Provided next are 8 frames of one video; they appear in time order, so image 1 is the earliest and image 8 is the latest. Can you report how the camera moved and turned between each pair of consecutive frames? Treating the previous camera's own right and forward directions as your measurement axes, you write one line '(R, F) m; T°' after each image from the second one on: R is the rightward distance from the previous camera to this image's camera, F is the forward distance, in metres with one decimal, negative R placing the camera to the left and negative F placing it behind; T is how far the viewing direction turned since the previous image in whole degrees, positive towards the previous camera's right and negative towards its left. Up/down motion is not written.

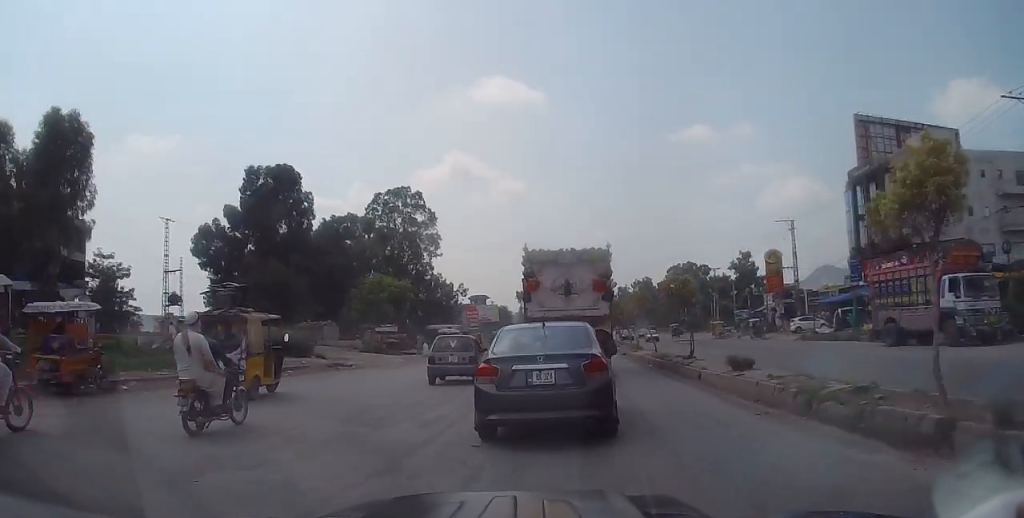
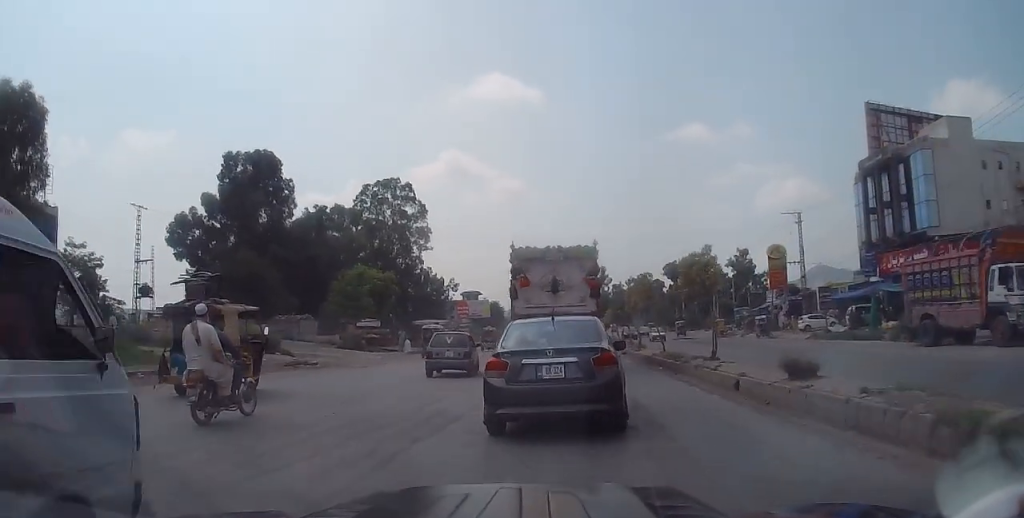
(0.0, +4.0) m; +4°
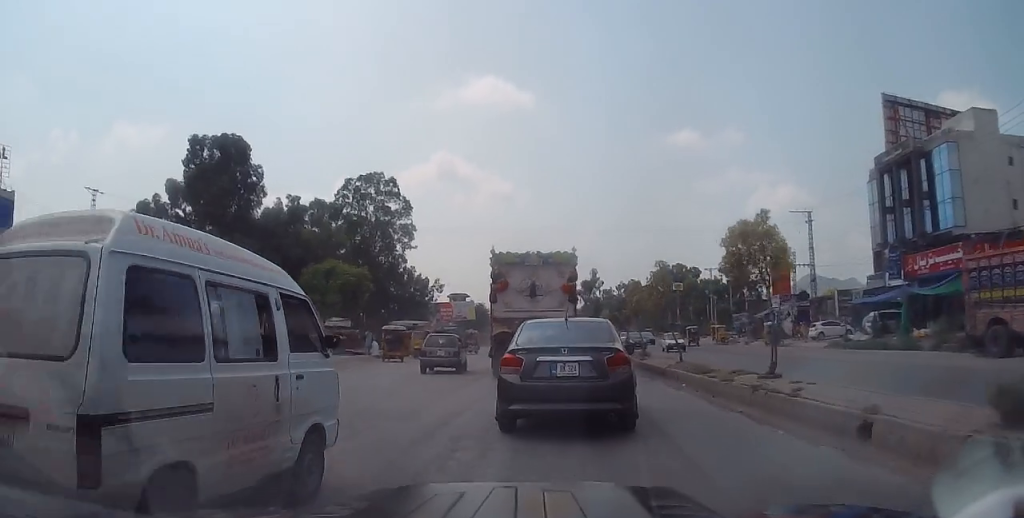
(+0.6, +5.5) m; +2°
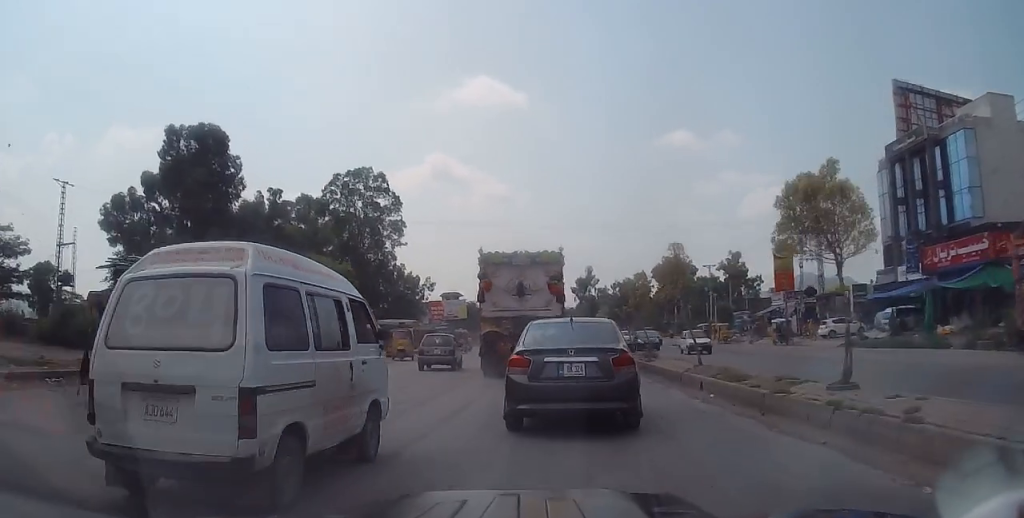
(-0.2, +3.3) m; -1°
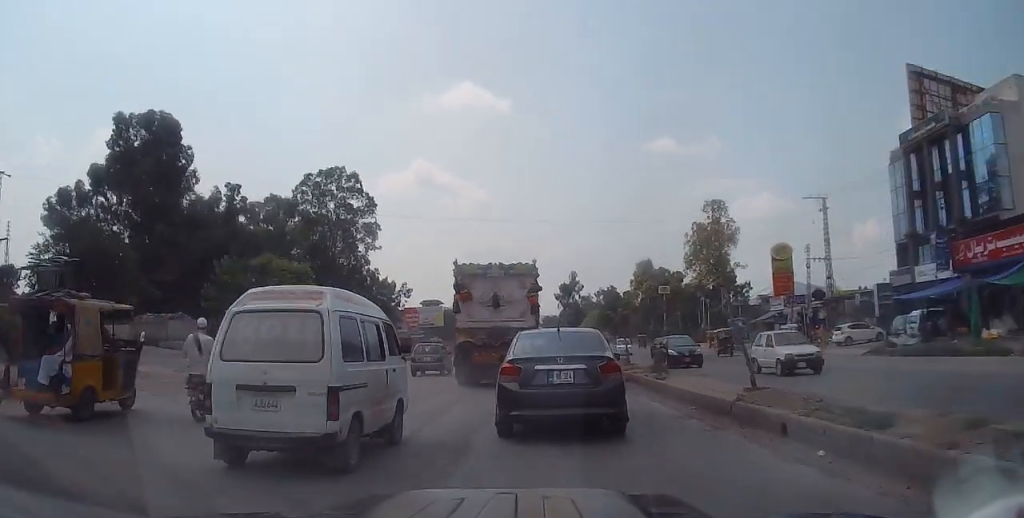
(-0.1, +5.8) m; -1°
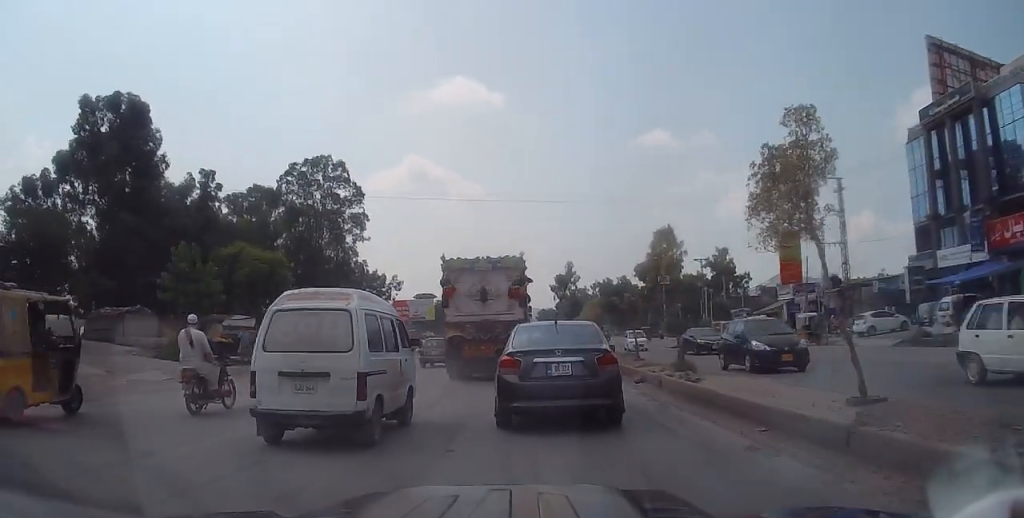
(0.0, +4.1) m; 0°
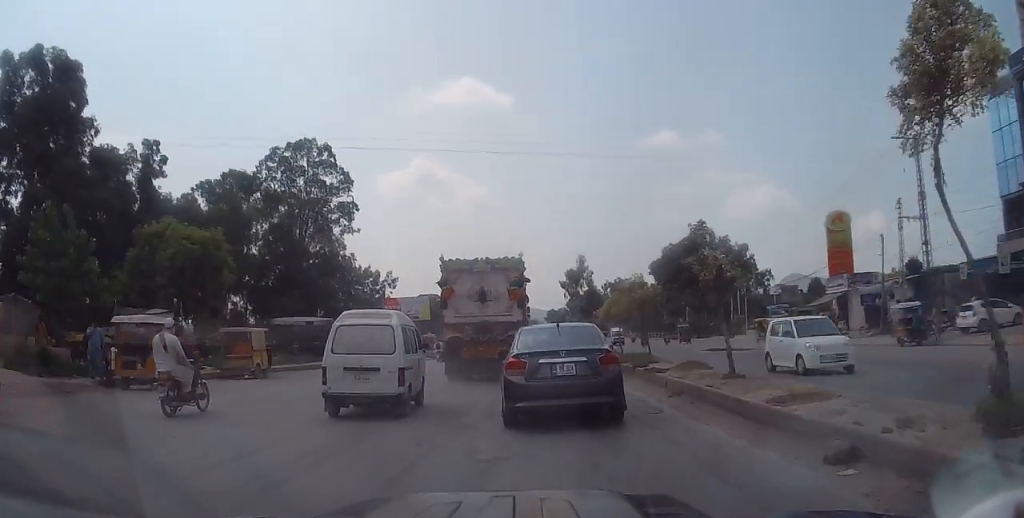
(-0.1, +10.7) m; 0°
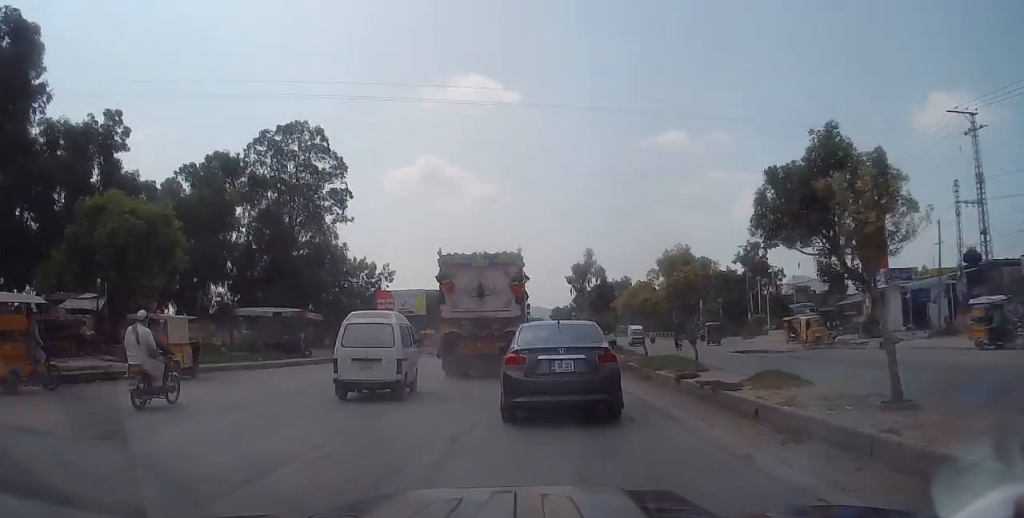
(0.0, +5.8) m; 0°
